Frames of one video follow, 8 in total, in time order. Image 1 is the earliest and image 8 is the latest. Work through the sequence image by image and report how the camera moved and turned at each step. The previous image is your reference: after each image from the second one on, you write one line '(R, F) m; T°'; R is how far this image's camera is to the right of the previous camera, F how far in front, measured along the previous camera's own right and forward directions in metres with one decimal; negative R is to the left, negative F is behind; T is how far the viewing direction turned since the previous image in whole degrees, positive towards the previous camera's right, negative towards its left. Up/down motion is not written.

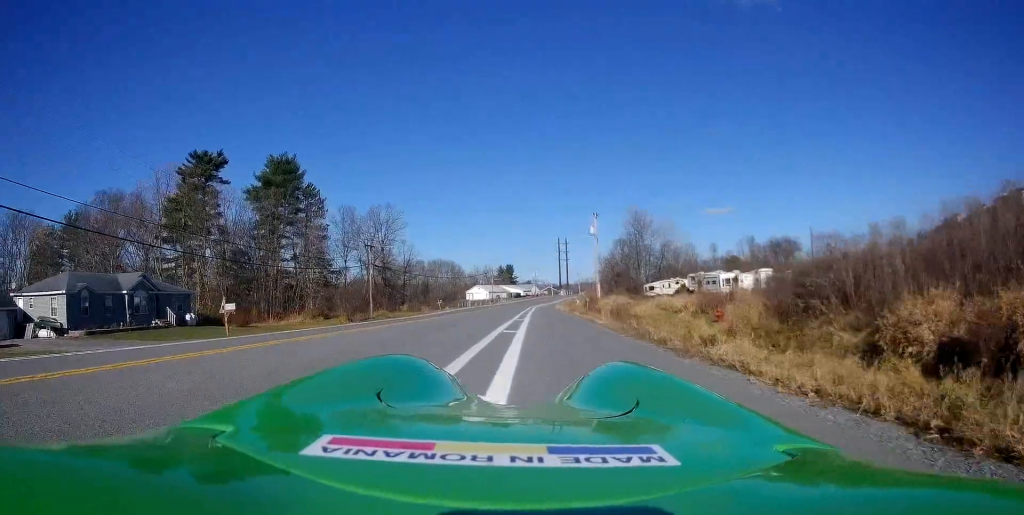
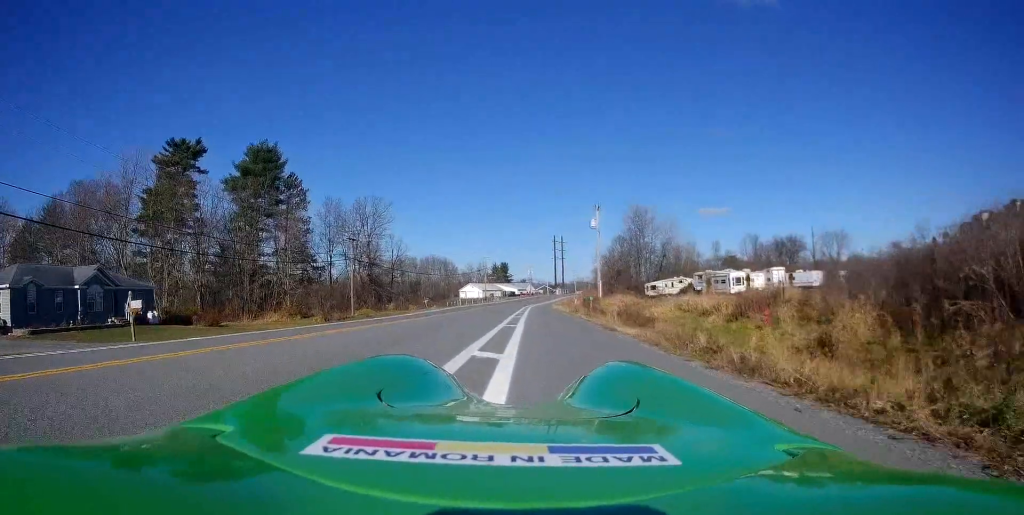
(0.0, +6.0) m; +2°
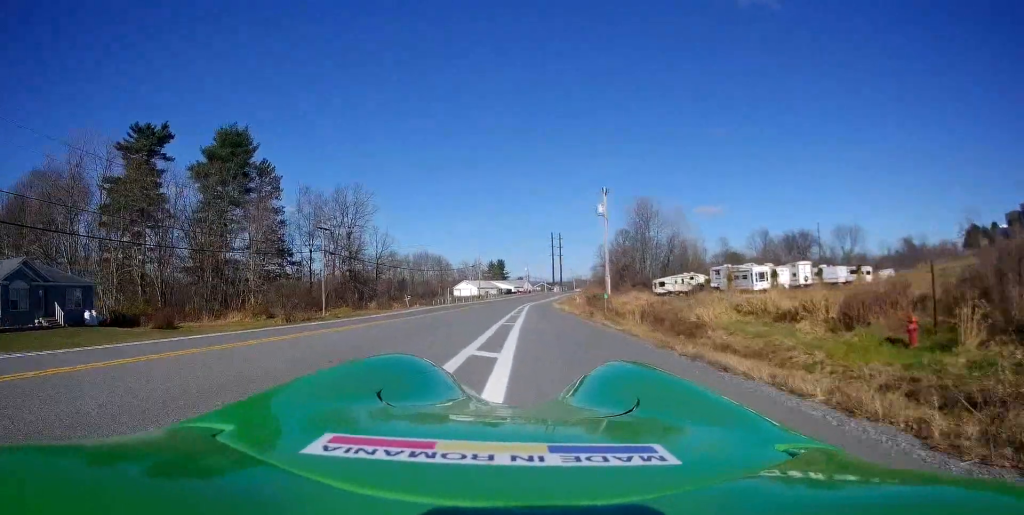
(+0.3, +9.0) m; +1°
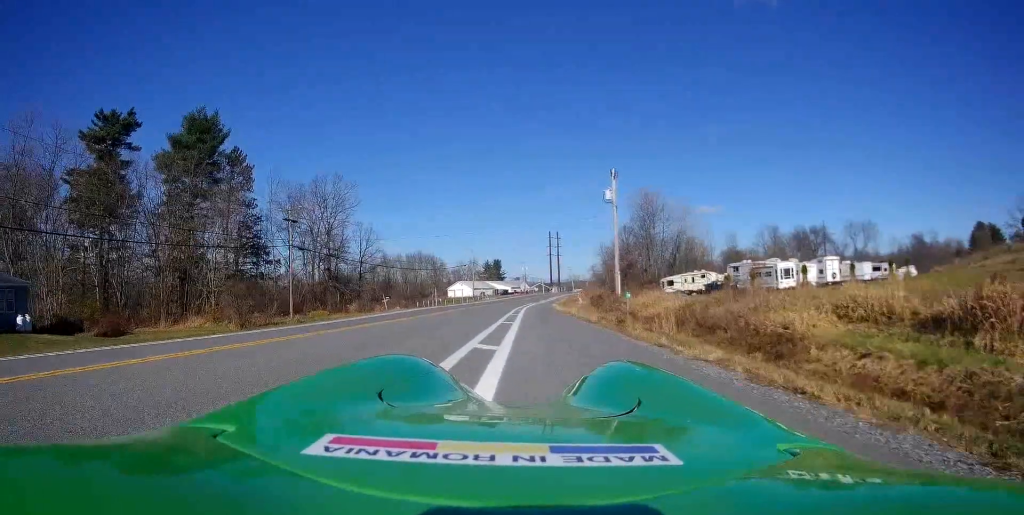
(-0.2, +7.9) m; -2°
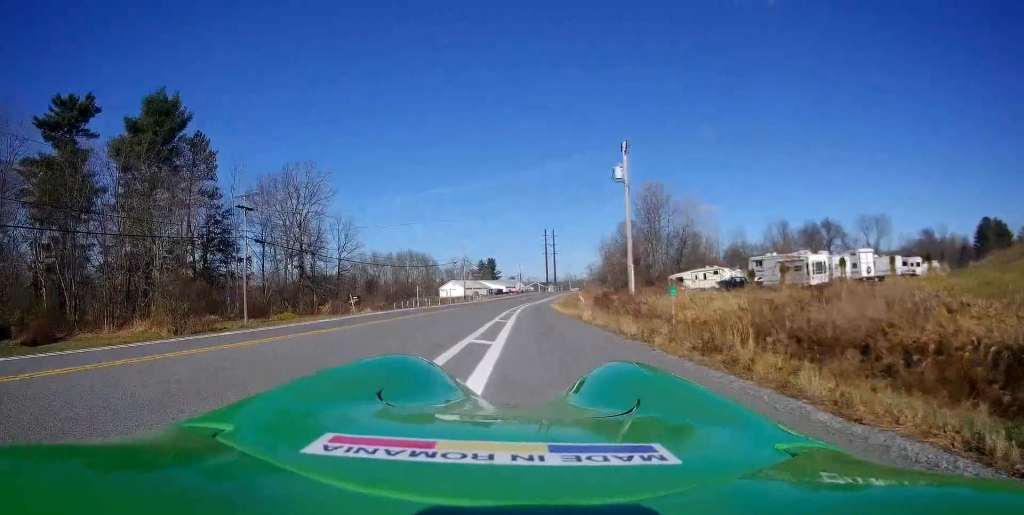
(-0.1, +8.3) m; -1°
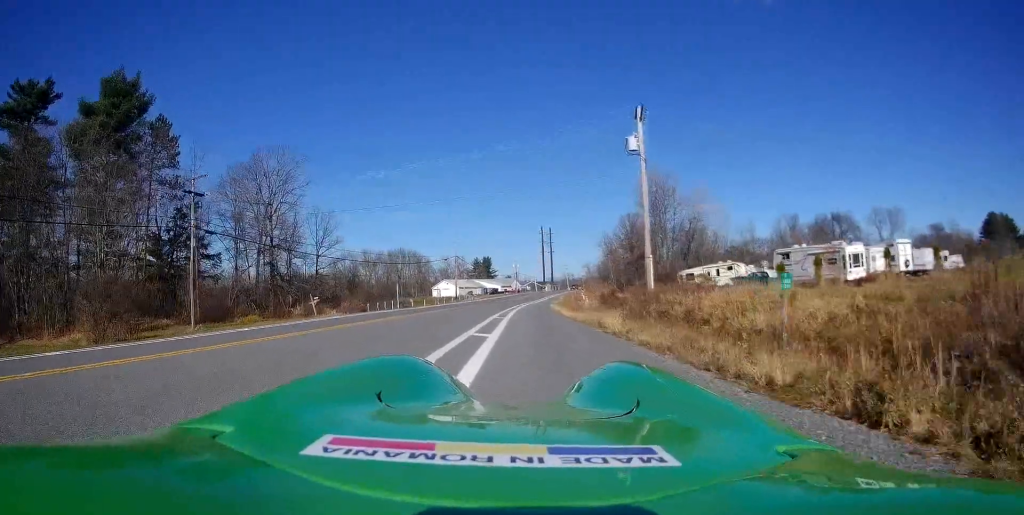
(0.0, +7.4) m; +2°
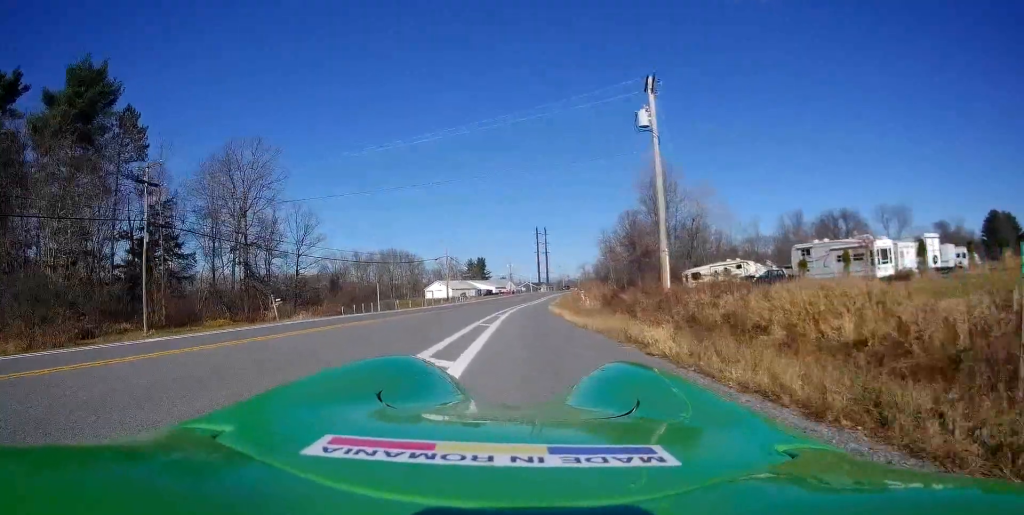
(0.0, +4.7) m; +1°
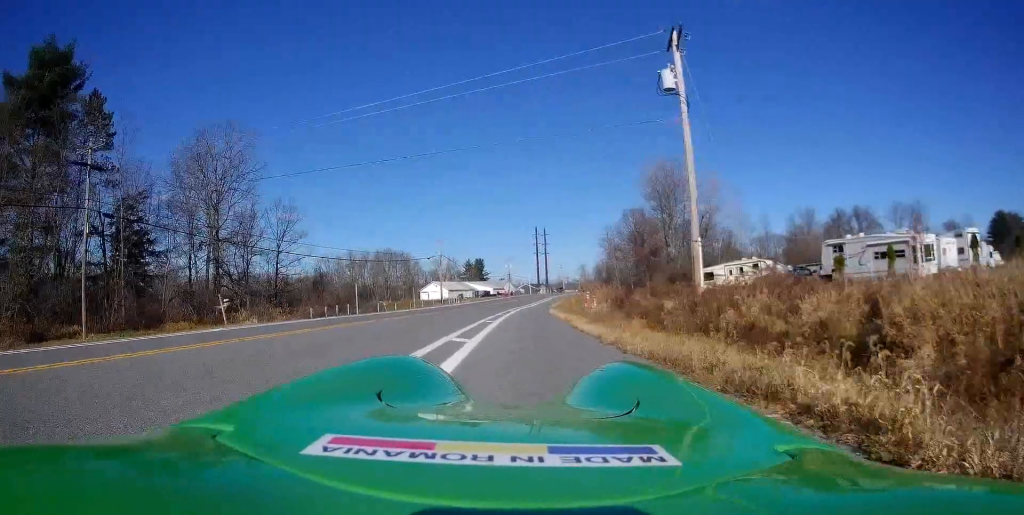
(+0.3, +5.5) m; 0°
